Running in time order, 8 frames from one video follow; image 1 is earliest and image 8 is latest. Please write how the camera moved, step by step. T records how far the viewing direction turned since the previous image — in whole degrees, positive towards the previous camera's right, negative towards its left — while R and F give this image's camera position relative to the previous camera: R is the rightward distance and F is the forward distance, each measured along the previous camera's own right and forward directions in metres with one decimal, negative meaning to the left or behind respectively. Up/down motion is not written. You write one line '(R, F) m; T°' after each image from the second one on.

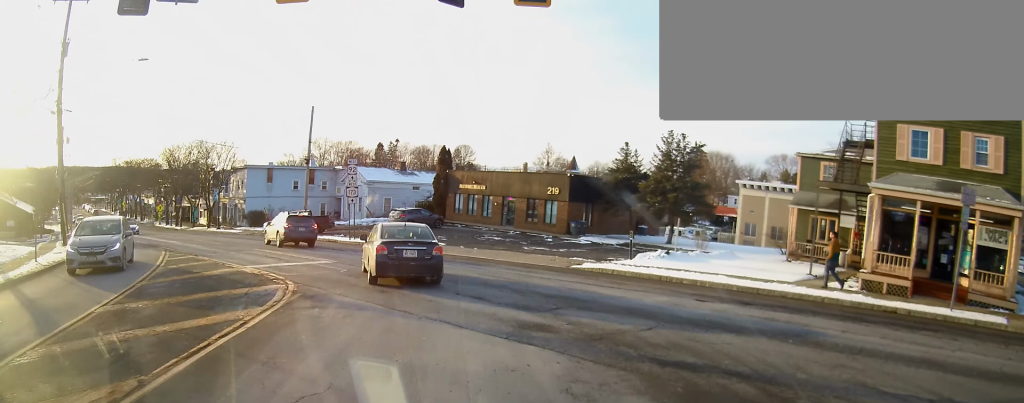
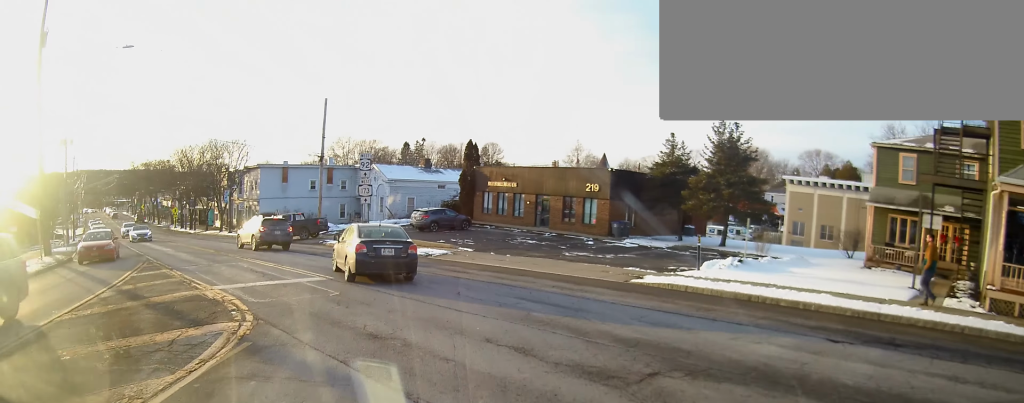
(0.0, +3.9) m; 0°
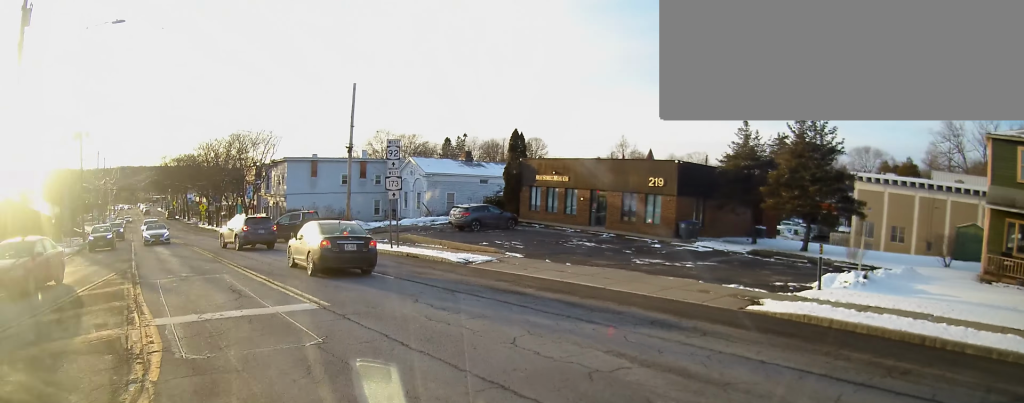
(0.0, +4.8) m; -4°
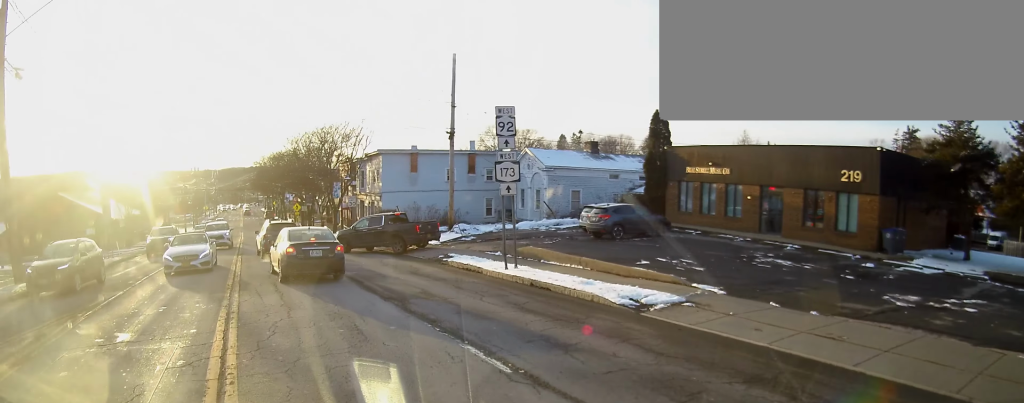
(-0.7, +8.9) m; -10°
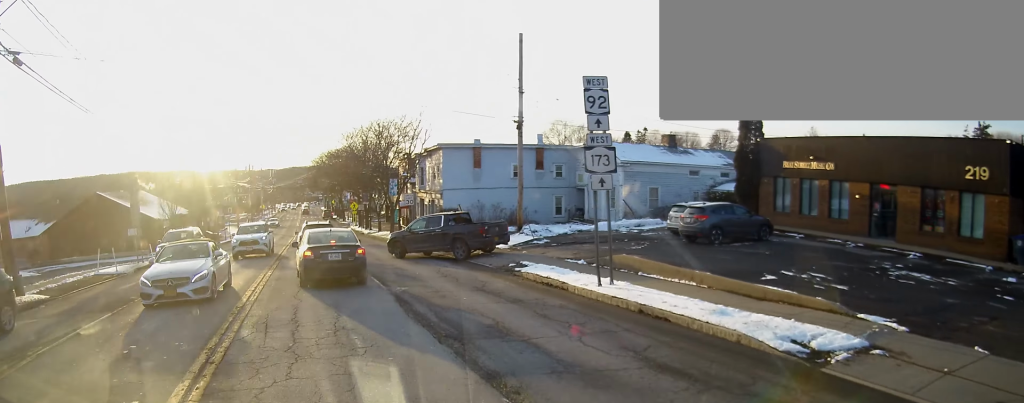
(-0.2, +3.8) m; -5°
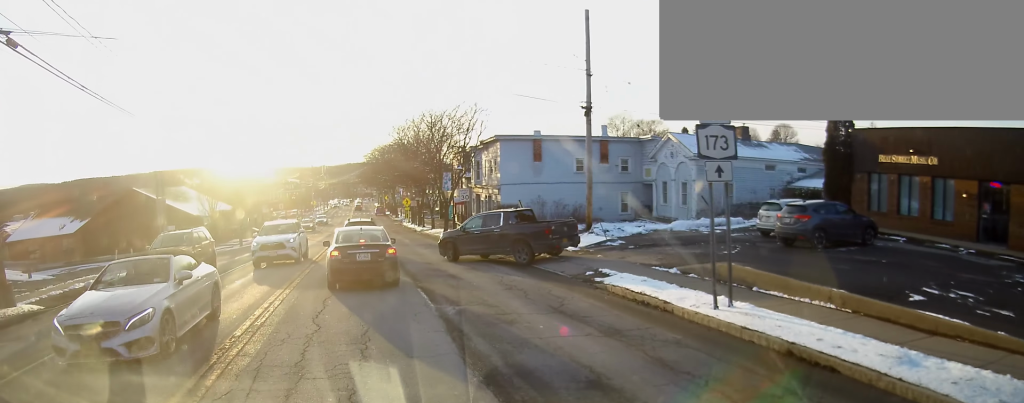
(0.0, +3.2) m; -4°
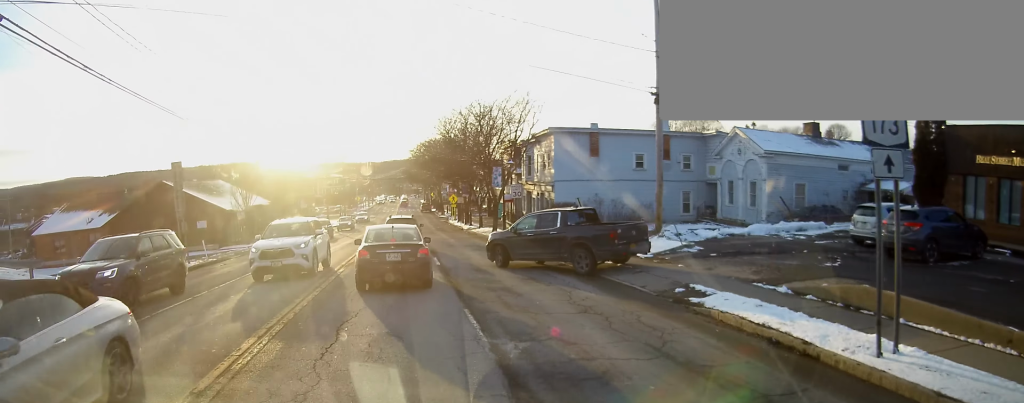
(-0.3, +3.2) m; -4°
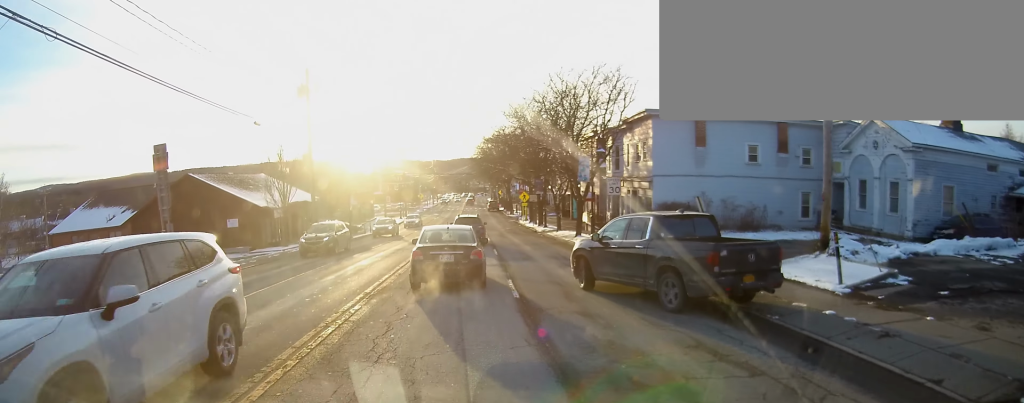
(-0.8, +8.6) m; -9°
